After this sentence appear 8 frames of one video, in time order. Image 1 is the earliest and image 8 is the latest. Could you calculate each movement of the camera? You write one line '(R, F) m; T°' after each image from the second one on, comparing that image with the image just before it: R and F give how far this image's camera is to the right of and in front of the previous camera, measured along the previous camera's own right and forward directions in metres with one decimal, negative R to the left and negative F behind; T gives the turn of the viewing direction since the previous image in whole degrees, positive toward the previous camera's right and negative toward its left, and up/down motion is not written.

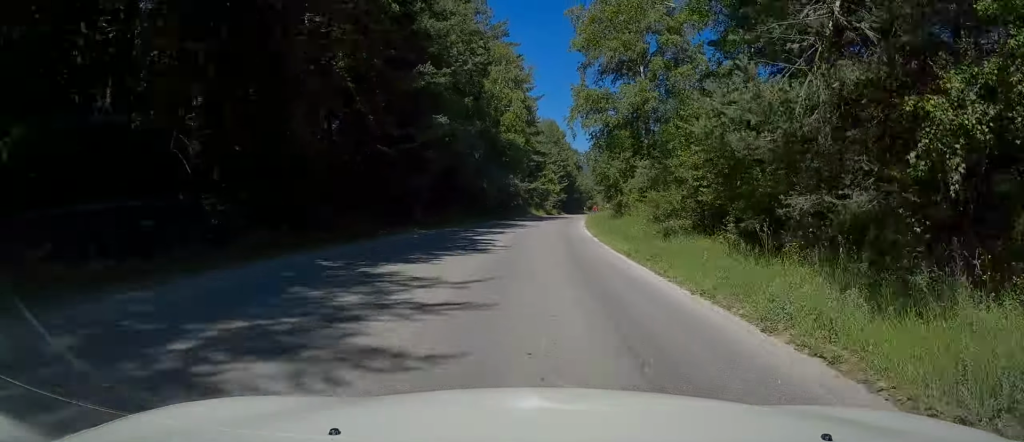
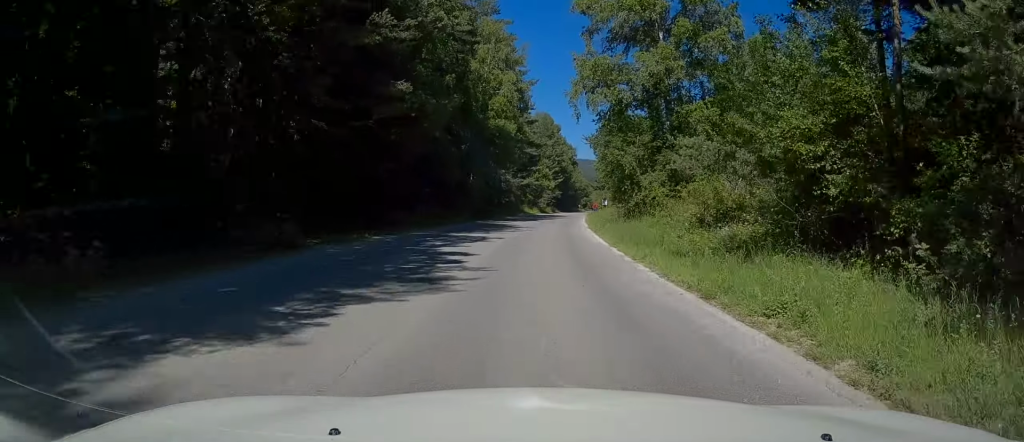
(+0.2, +7.1) m; +1°
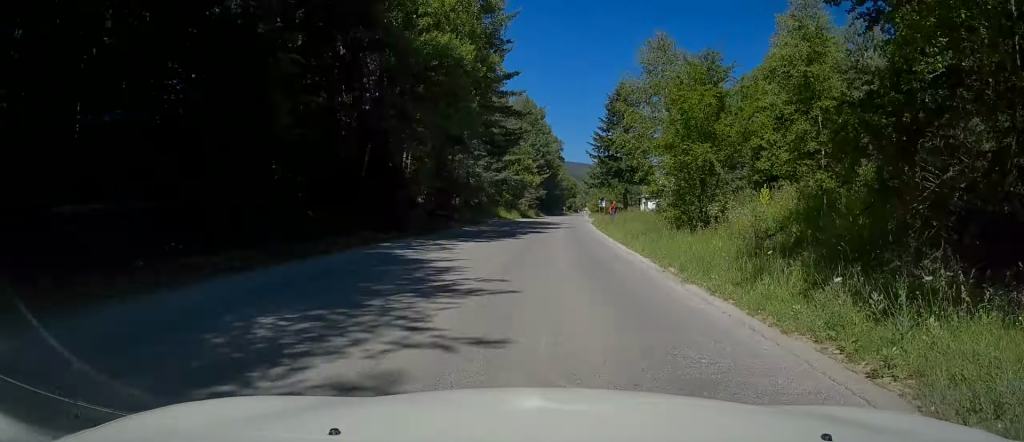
(+0.4, +22.9) m; +3°
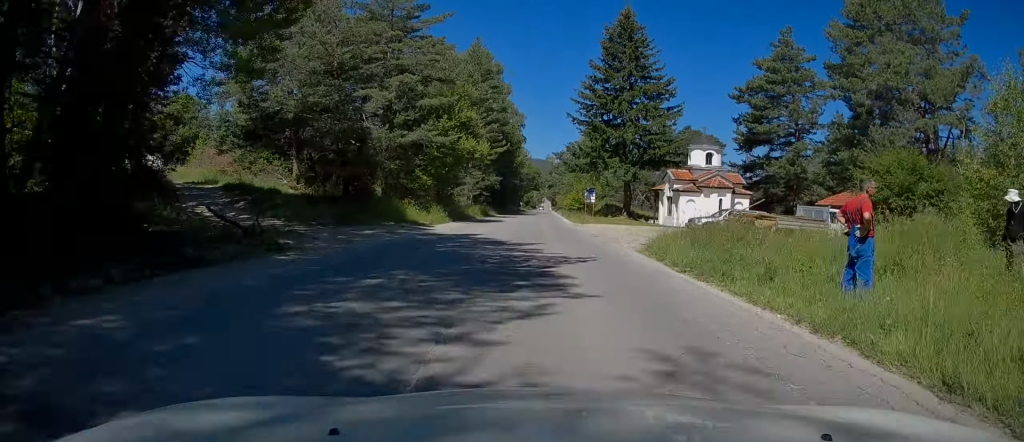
(+0.8, +33.9) m; +3°
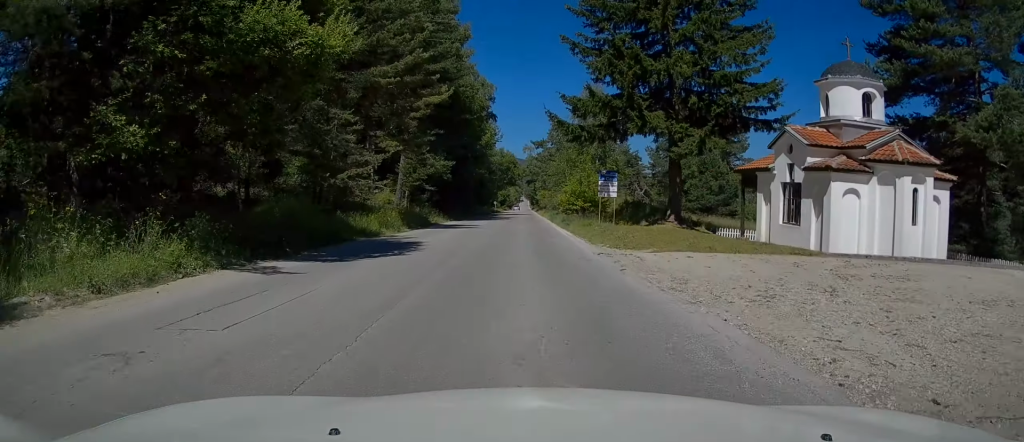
(+1.2, +26.3) m; +5°
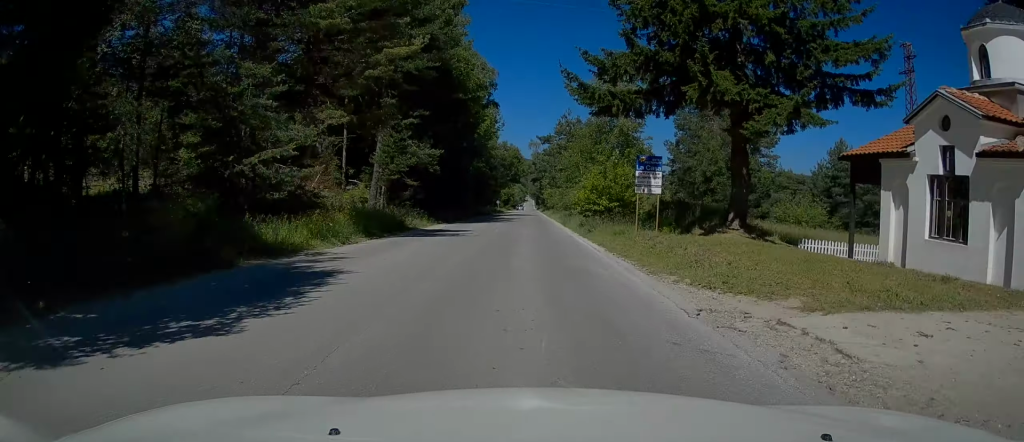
(+0.1, +9.0) m; 0°
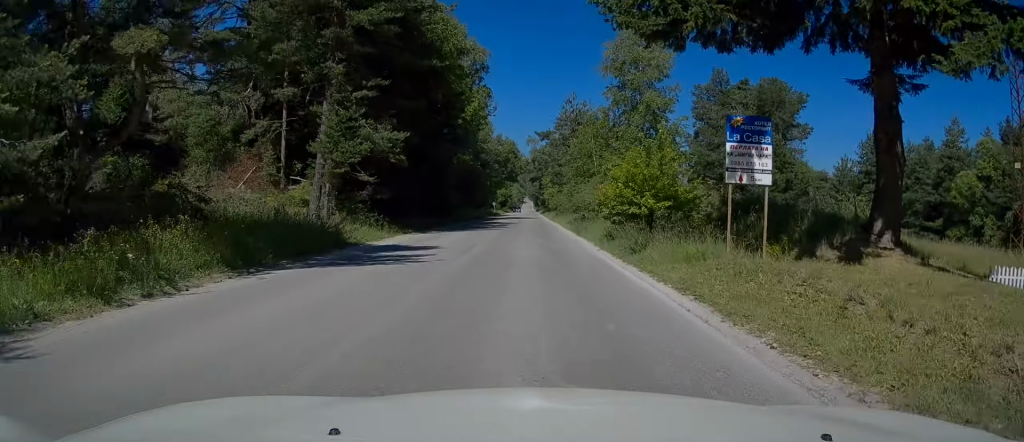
(0.0, +10.0) m; 0°
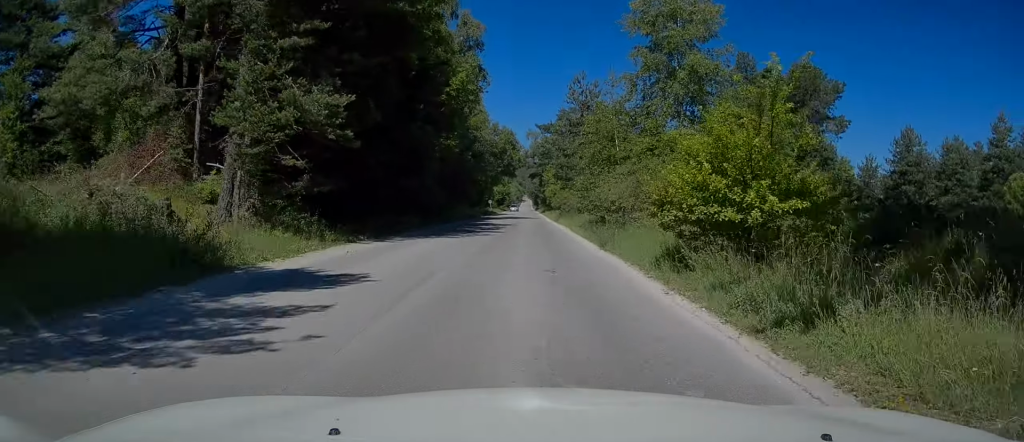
(0.0, +8.3) m; 0°
